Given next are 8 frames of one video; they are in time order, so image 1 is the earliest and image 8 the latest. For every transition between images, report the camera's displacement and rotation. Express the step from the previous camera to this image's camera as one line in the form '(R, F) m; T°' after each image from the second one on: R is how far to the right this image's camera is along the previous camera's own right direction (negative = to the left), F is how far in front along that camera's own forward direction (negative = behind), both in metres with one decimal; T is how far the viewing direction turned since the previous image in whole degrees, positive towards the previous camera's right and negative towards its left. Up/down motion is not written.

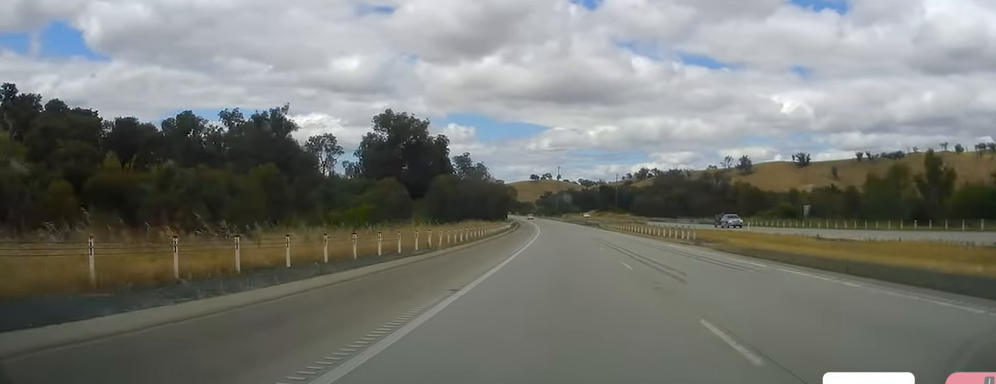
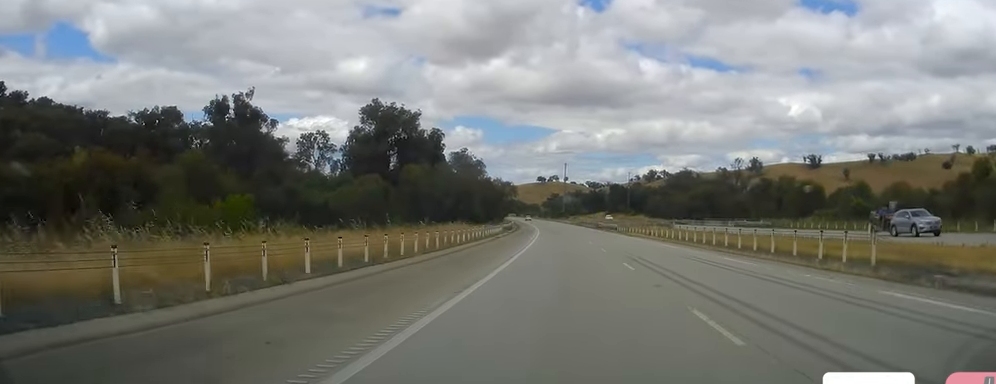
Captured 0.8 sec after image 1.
(-0.4, +24.0) m; -1°
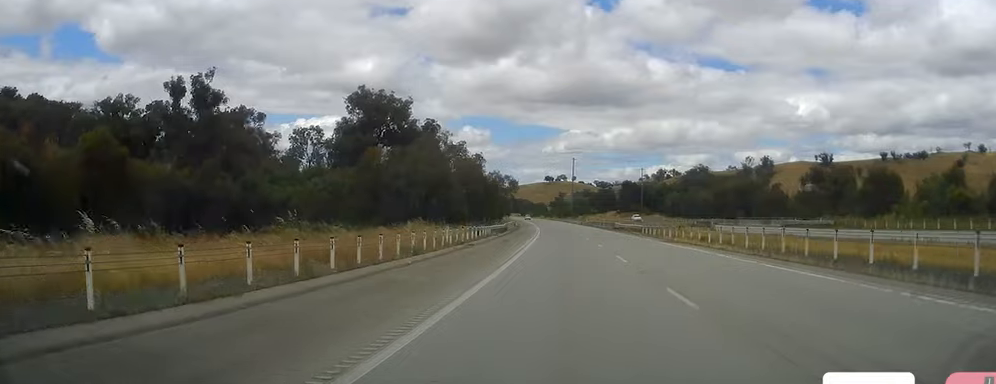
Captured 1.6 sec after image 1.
(-0.2, +21.0) m; -1°
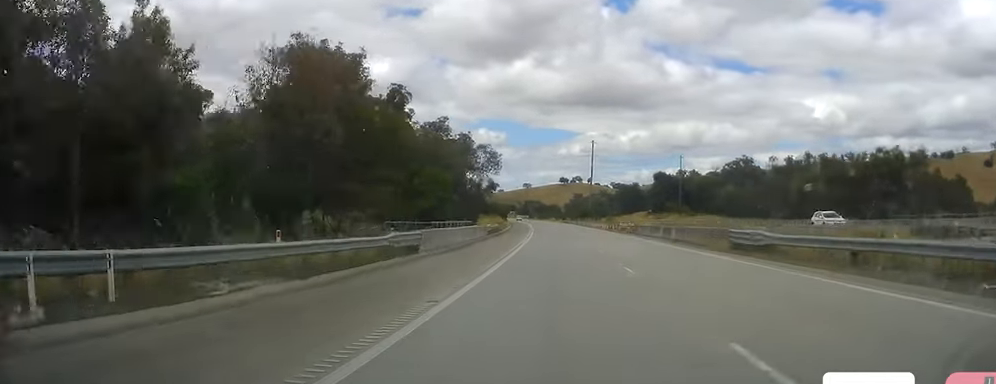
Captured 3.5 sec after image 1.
(+0.6, +55.6) m; +1°
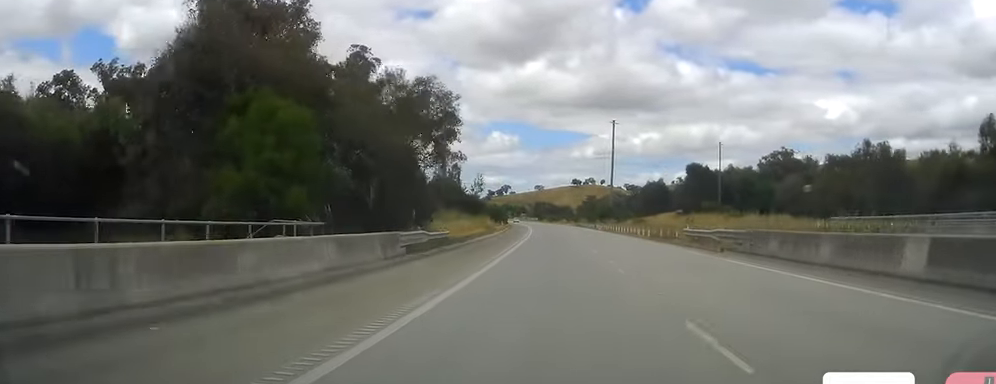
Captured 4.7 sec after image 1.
(-0.5, +35.2) m; -2°
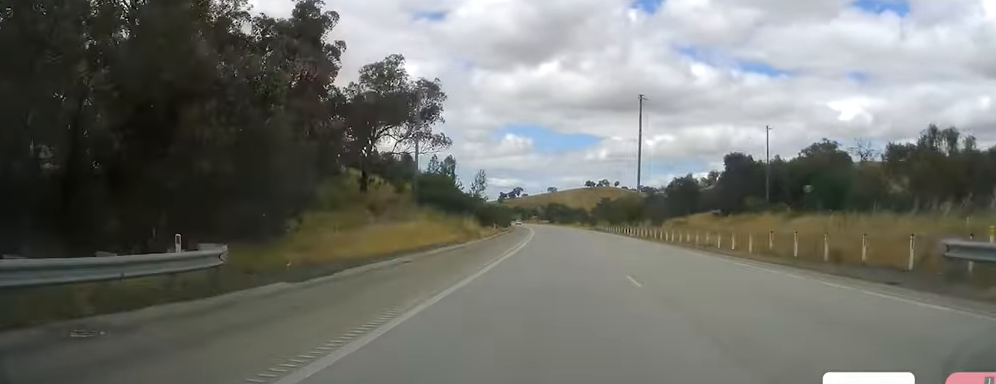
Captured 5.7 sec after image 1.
(-0.3, +28.5) m; -1°
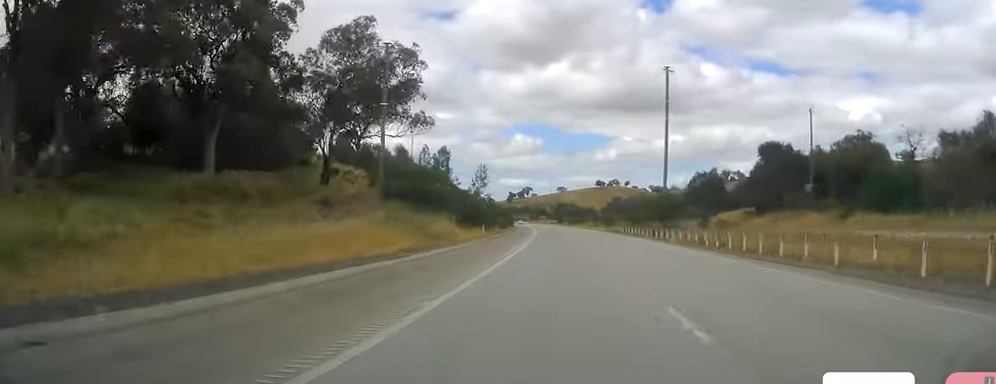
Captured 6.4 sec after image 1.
(+0.1, +19.1) m; -1°
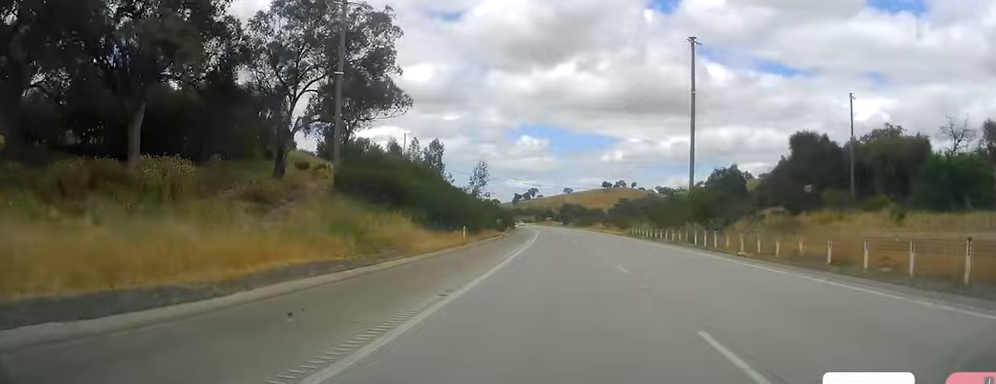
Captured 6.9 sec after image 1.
(-0.2, +14.2) m; -1°
